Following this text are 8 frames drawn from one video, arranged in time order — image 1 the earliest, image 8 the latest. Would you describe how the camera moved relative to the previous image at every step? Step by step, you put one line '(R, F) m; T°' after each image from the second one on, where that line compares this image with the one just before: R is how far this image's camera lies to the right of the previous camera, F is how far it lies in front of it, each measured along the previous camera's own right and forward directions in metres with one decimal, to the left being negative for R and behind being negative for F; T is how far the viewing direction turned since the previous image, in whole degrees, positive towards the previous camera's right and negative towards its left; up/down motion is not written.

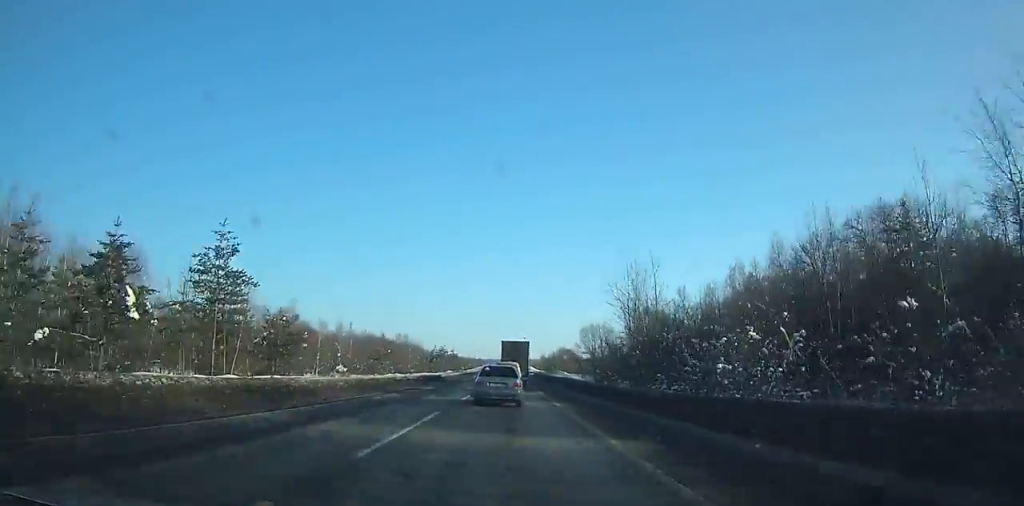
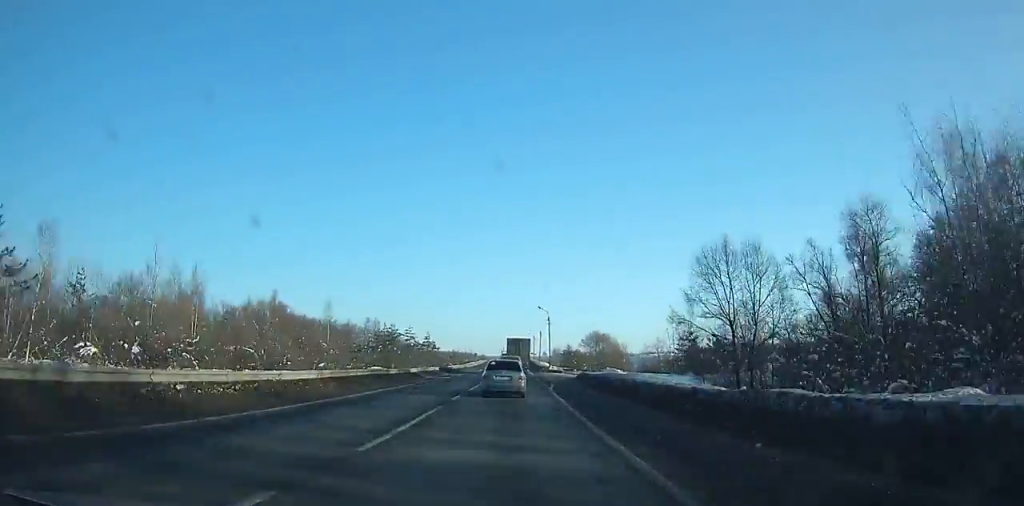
(-0.3, +71.1) m; 0°
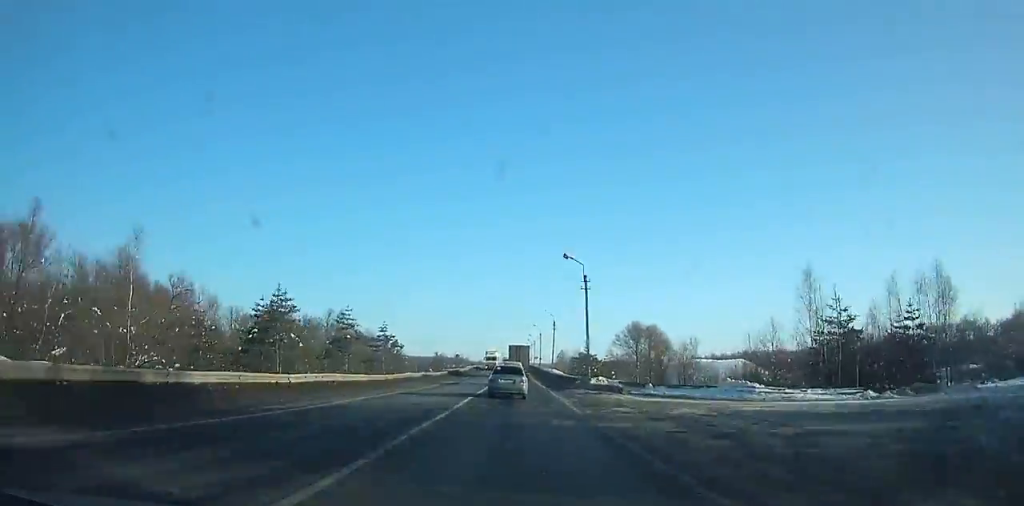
(0.0, +45.8) m; 0°
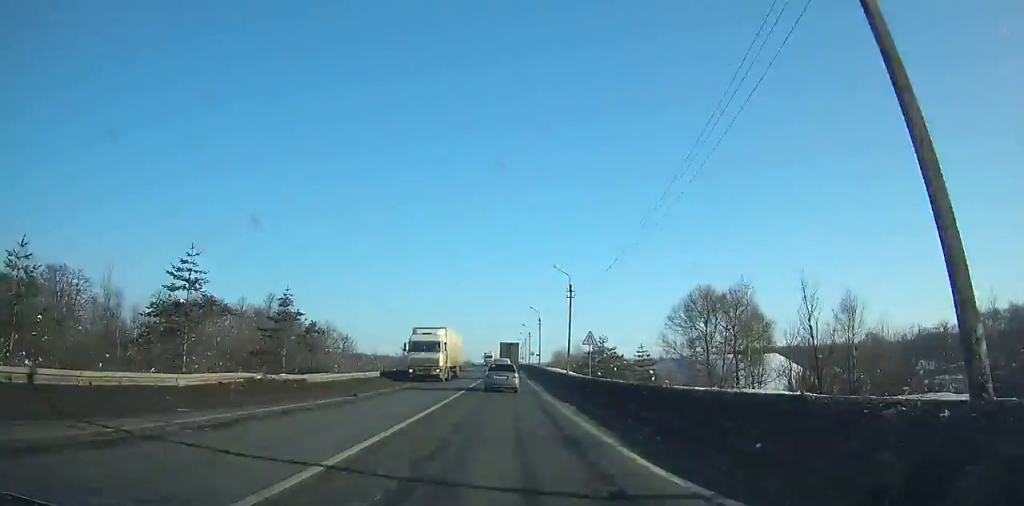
(+0.2, +38.2) m; 0°
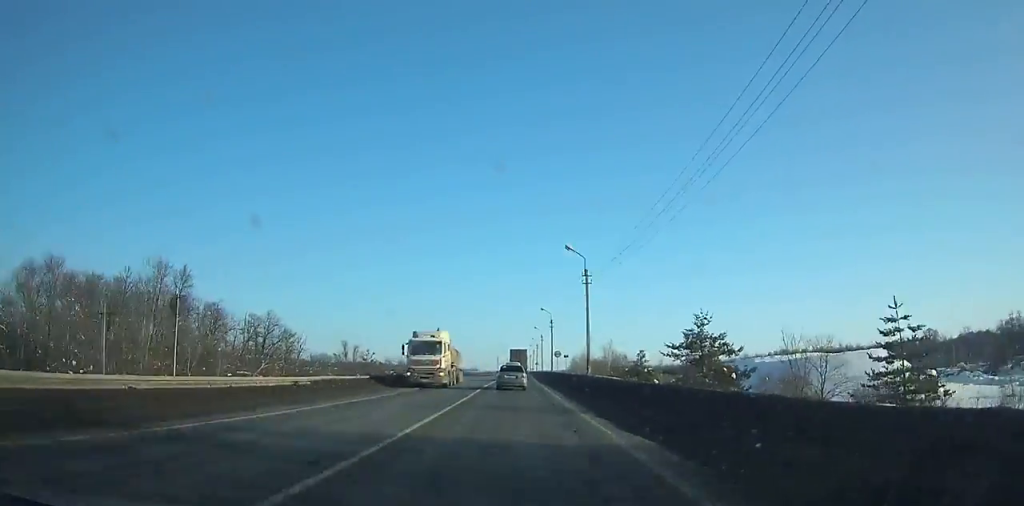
(-0.3, +50.4) m; 0°
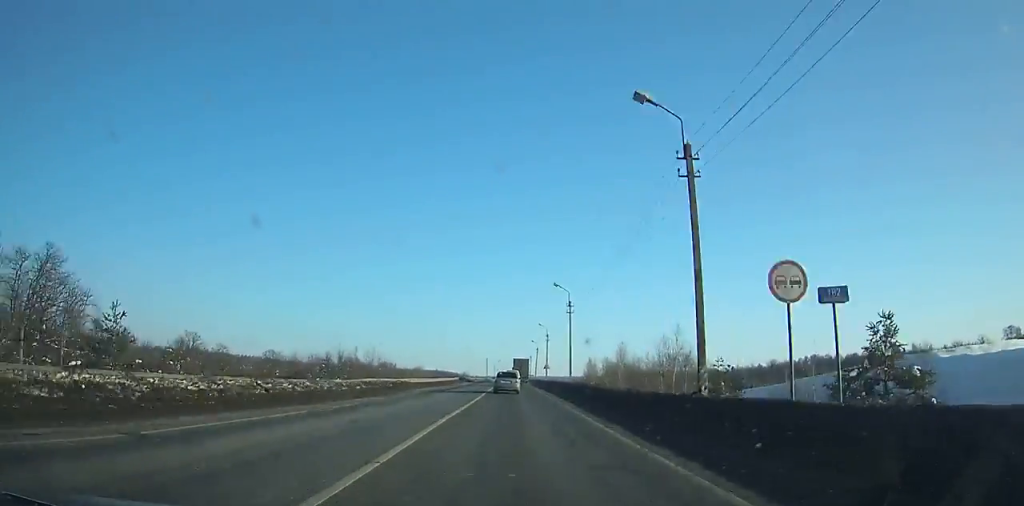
(+0.1, +67.0) m; 0°
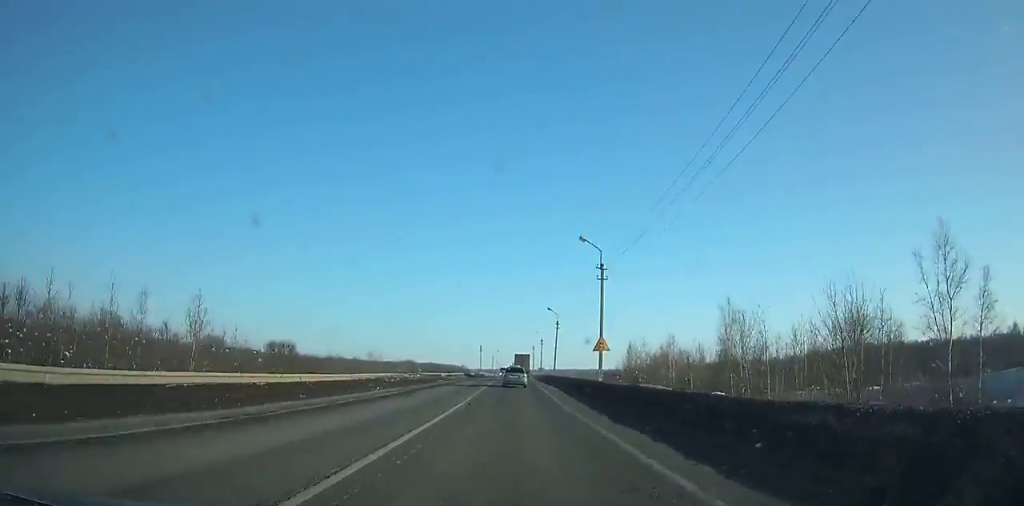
(-0.1, +58.1) m; 0°
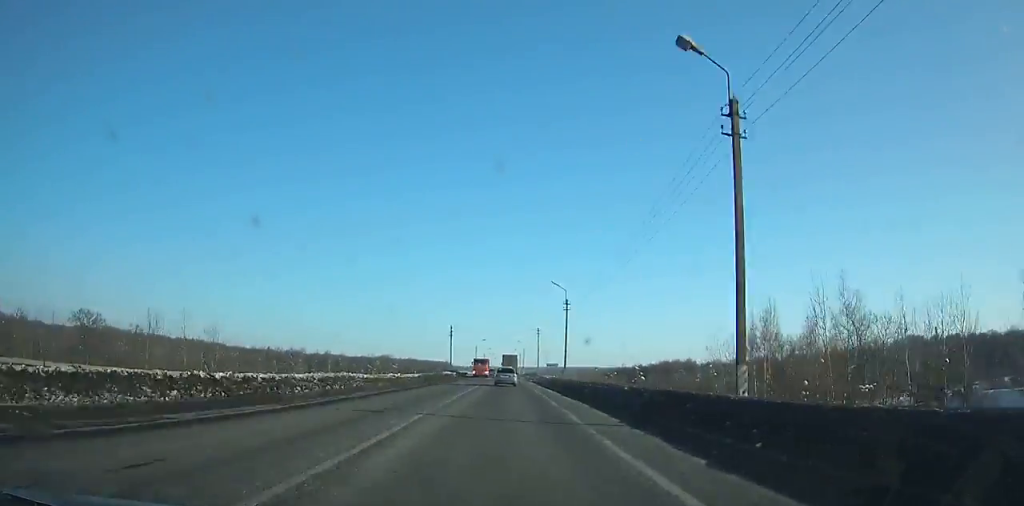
(+0.4, +66.7) m; 0°
